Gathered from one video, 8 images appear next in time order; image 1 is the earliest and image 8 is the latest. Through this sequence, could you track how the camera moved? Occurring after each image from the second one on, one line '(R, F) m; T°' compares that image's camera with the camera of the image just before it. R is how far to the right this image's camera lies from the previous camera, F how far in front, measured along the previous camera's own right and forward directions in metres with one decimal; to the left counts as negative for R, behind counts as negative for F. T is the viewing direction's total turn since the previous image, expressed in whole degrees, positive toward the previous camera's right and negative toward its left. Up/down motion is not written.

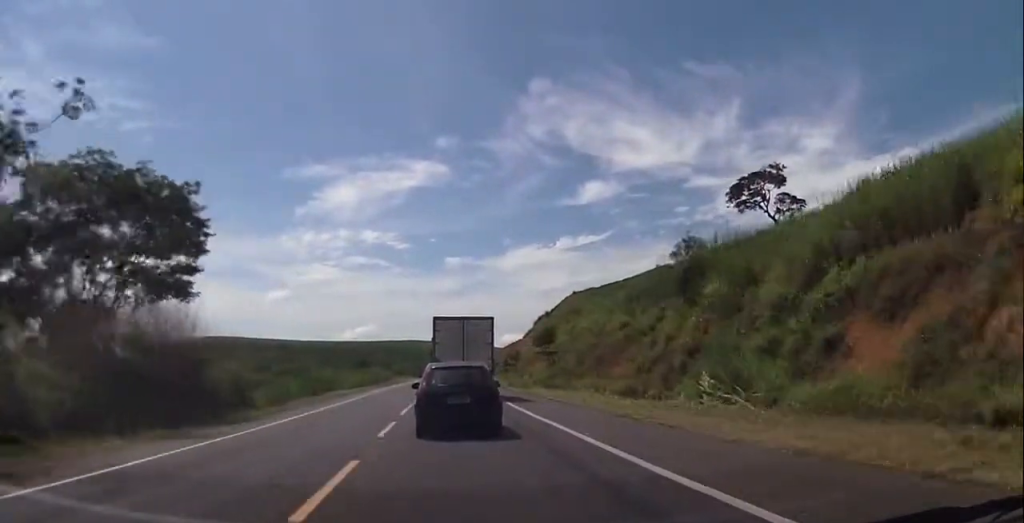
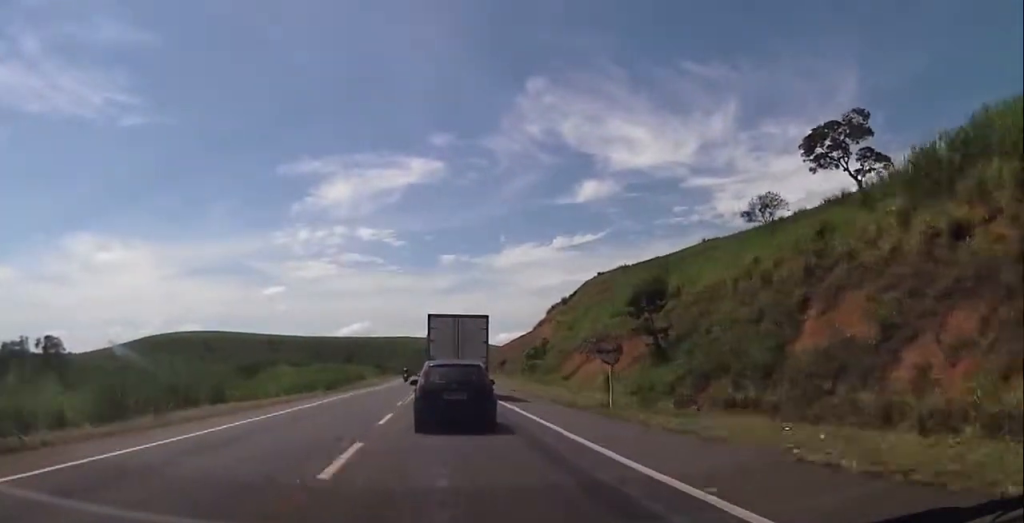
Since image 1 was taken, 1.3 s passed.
(+0.3, +35.4) m; 0°
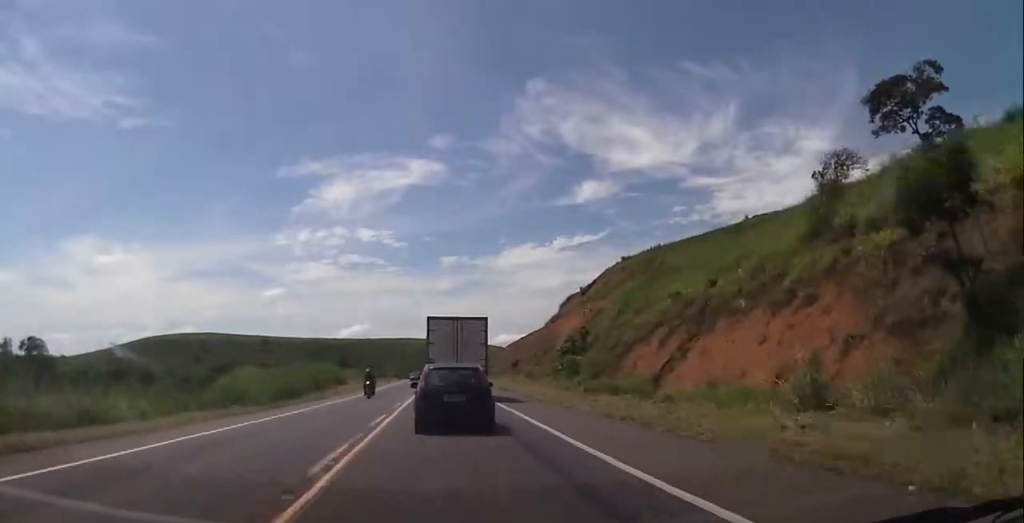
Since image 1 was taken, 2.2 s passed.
(-0.1, +21.6) m; -1°
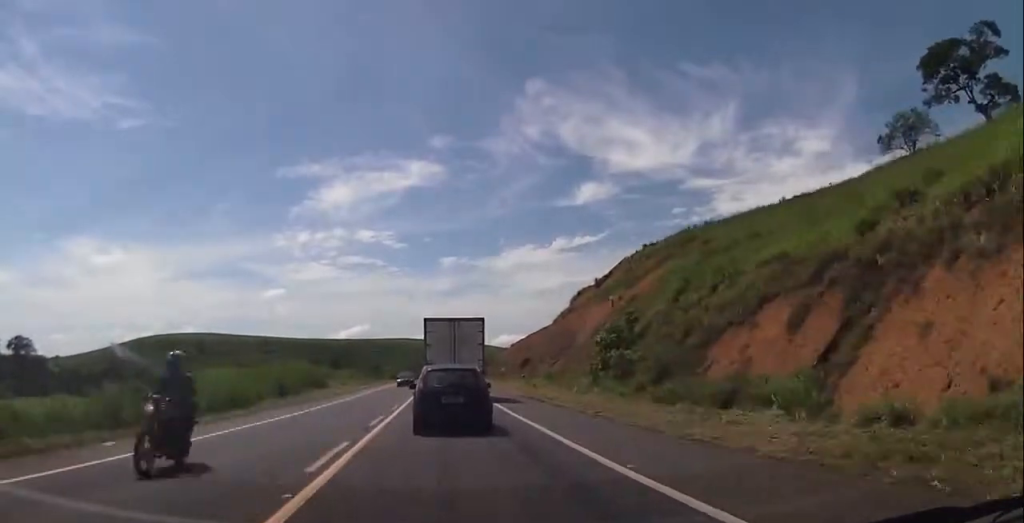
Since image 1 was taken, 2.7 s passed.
(+0.1, +14.5) m; 0°
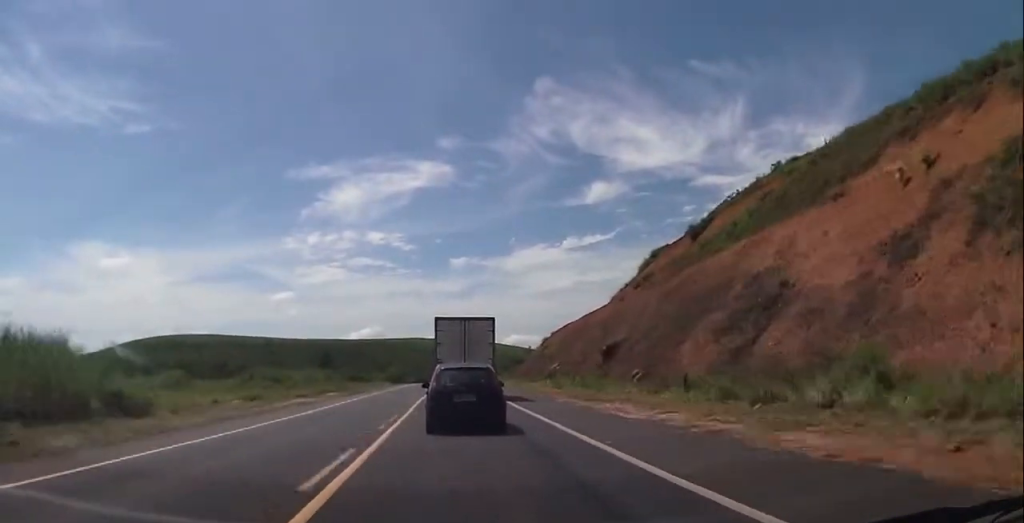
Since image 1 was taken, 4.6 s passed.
(-0.2, +44.4) m; +1°
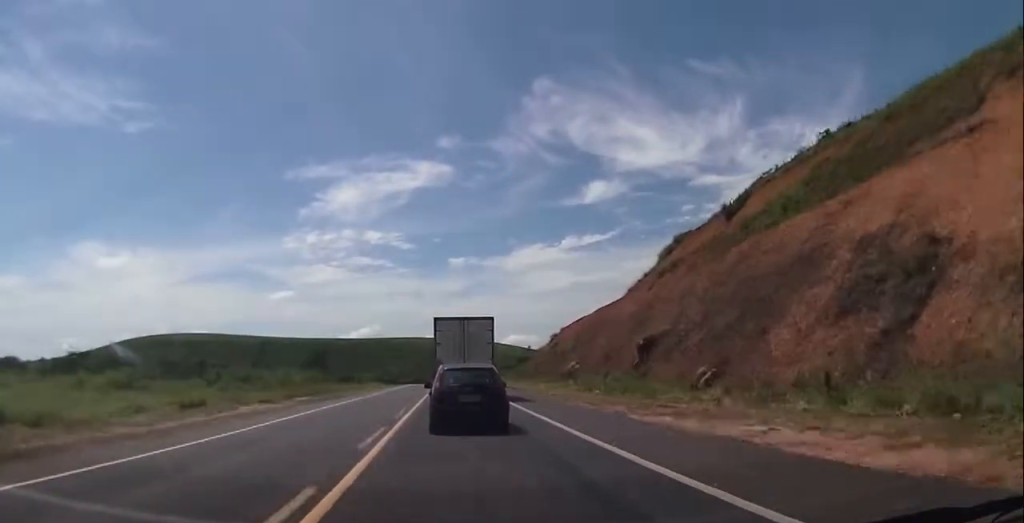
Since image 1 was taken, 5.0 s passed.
(0.0, +9.6) m; 0°
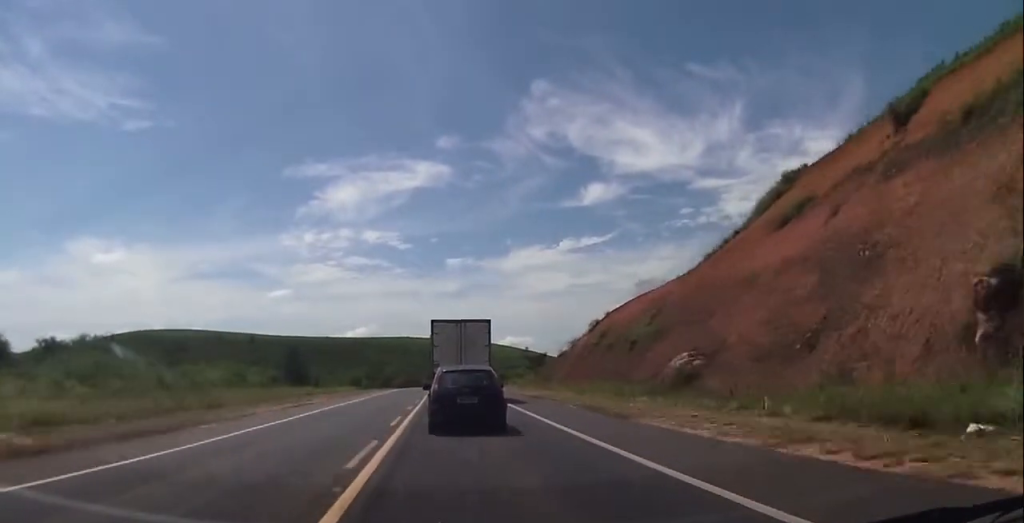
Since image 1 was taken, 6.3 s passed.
(0.0, +27.3) m; -1°
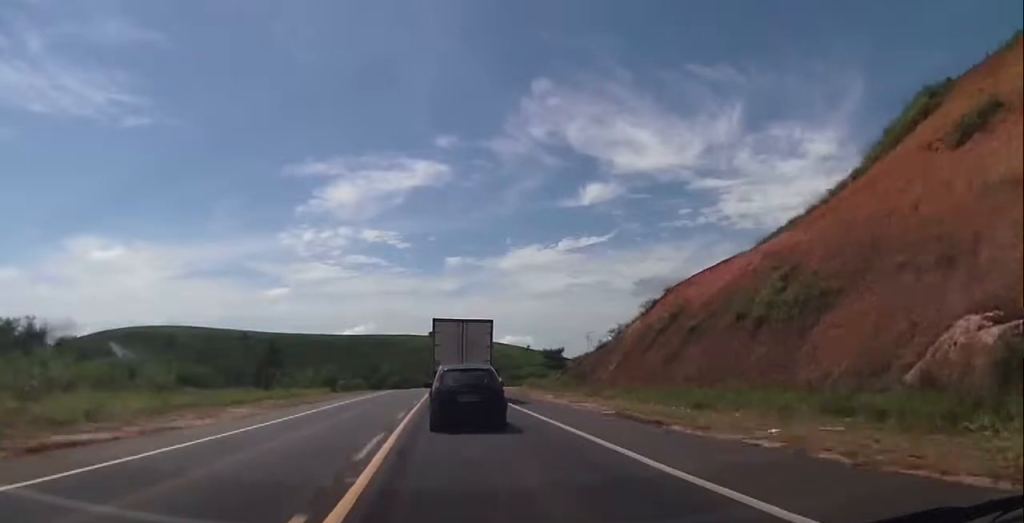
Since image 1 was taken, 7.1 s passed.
(-0.1, +19.6) m; 0°
